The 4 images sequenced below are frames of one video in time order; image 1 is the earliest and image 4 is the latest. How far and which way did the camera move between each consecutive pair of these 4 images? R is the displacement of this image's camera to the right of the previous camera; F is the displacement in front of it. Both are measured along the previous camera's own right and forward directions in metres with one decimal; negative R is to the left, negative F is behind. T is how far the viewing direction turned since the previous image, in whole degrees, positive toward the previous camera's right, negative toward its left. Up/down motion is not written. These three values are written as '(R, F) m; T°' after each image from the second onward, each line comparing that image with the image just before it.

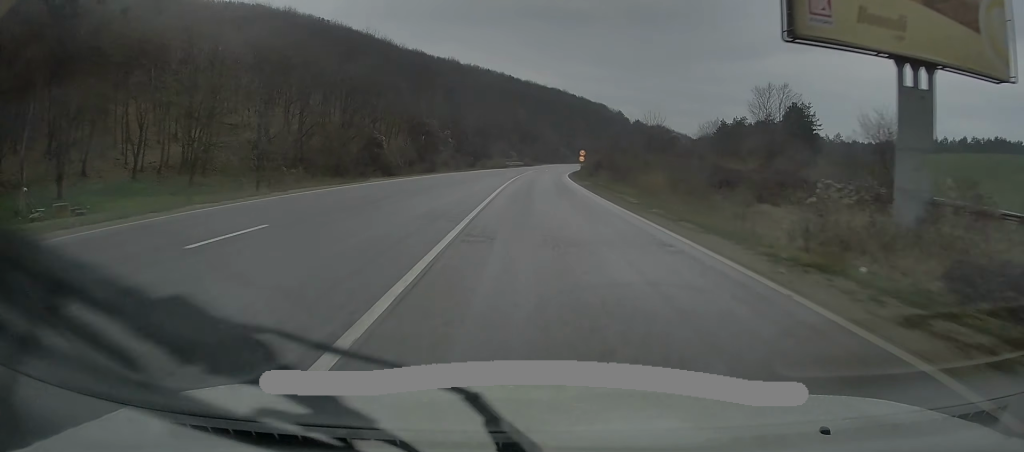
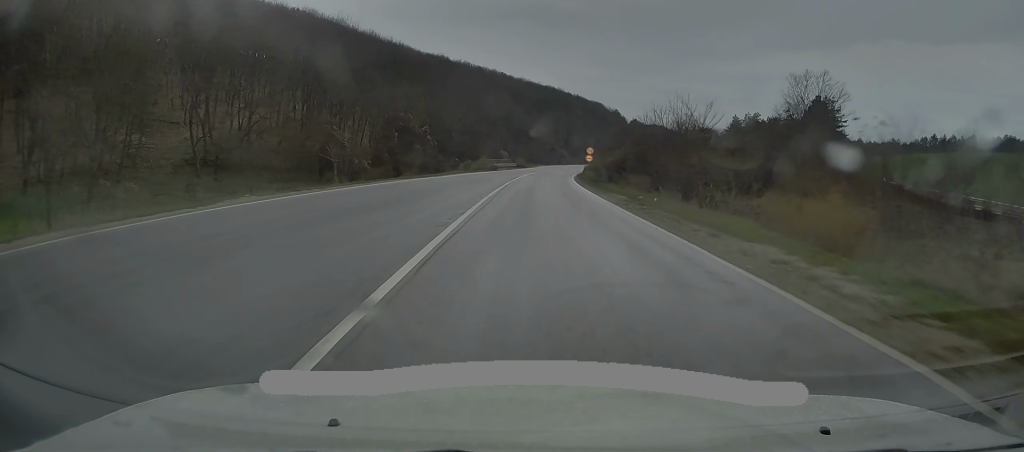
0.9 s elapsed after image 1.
(-0.1, +16.2) m; 0°
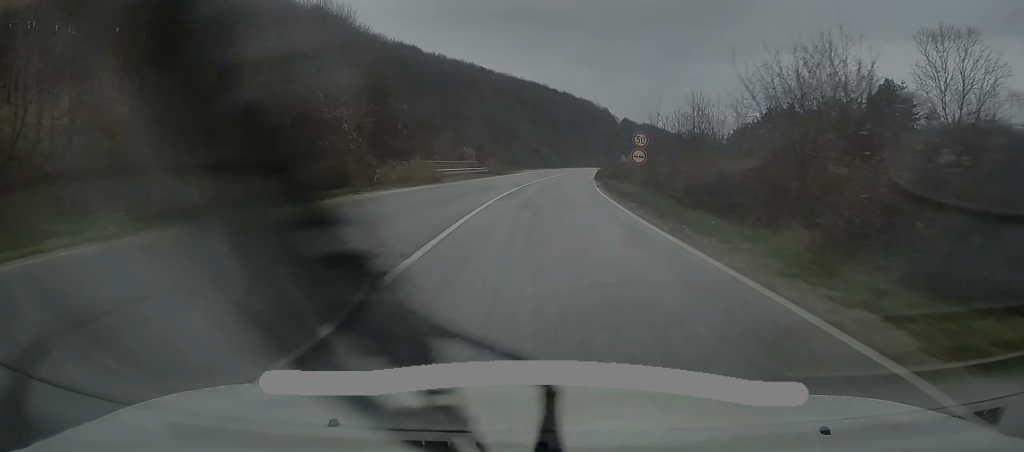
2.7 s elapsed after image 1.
(+0.2, +34.0) m; +1°
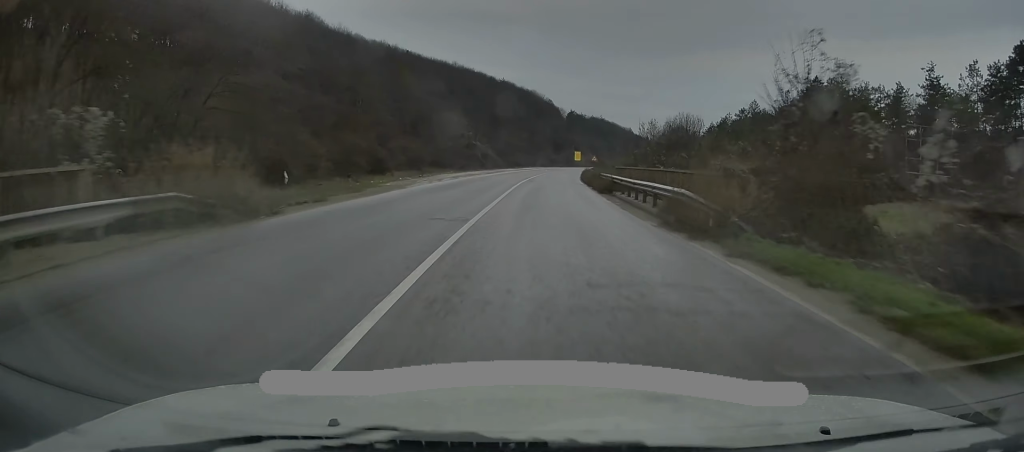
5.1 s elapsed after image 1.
(+2.1, +45.6) m; +5°
